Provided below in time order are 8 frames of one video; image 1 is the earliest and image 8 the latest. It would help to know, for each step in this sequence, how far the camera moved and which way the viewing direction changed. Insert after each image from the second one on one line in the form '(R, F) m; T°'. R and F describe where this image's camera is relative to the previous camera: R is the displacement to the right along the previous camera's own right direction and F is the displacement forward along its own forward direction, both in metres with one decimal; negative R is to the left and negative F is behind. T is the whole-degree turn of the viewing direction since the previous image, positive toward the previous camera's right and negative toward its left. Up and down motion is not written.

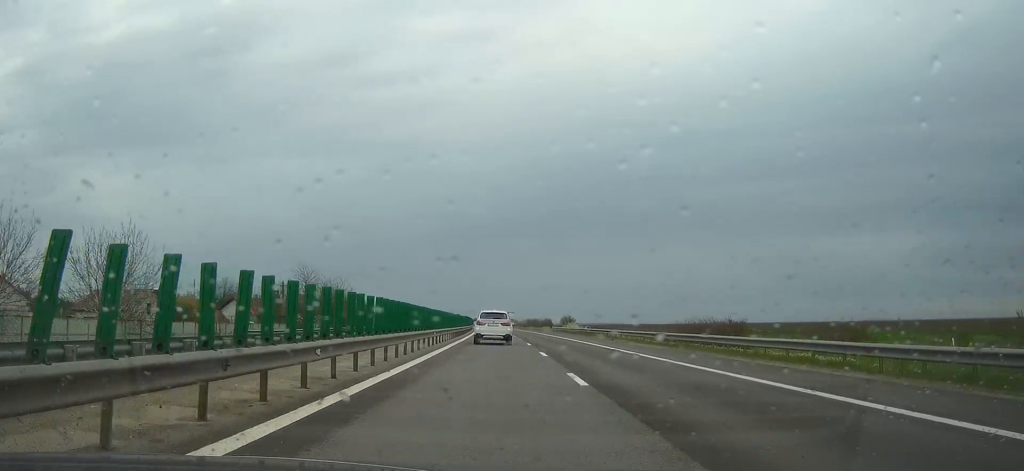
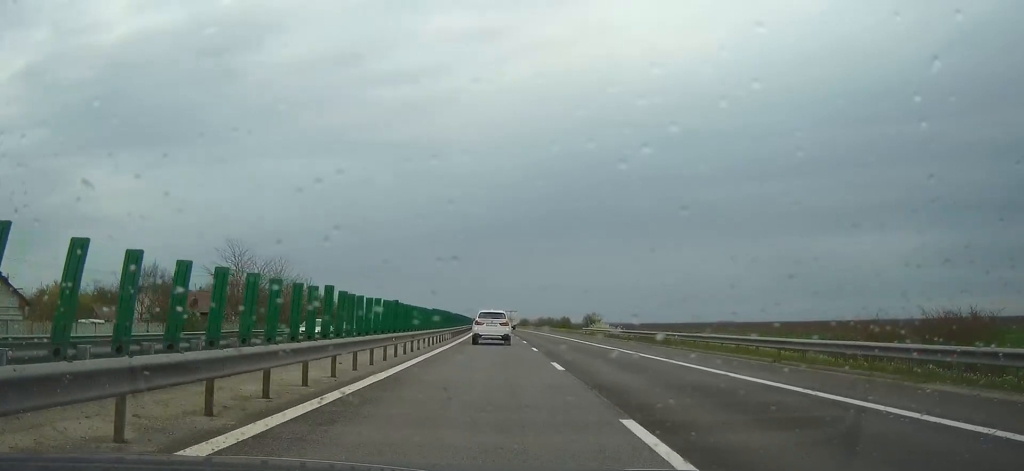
(-0.2, +28.6) m; -1°
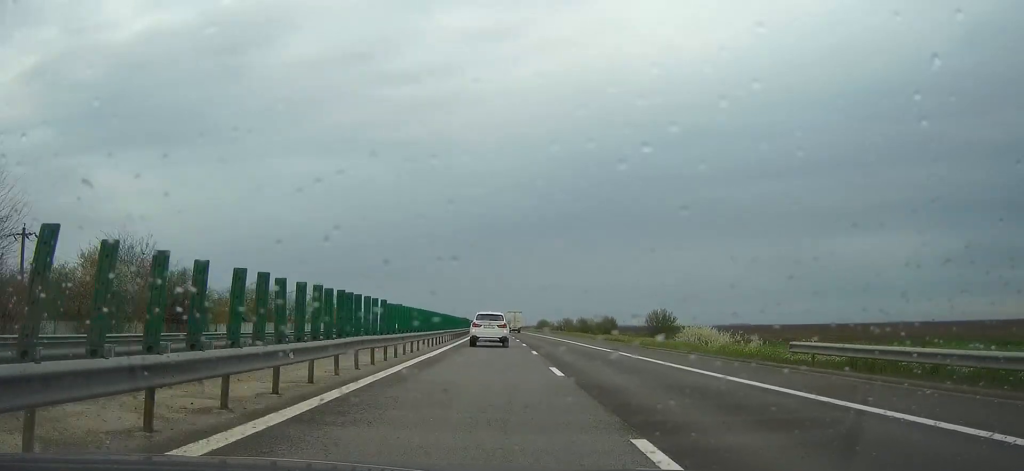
(-0.4, +39.1) m; -1°
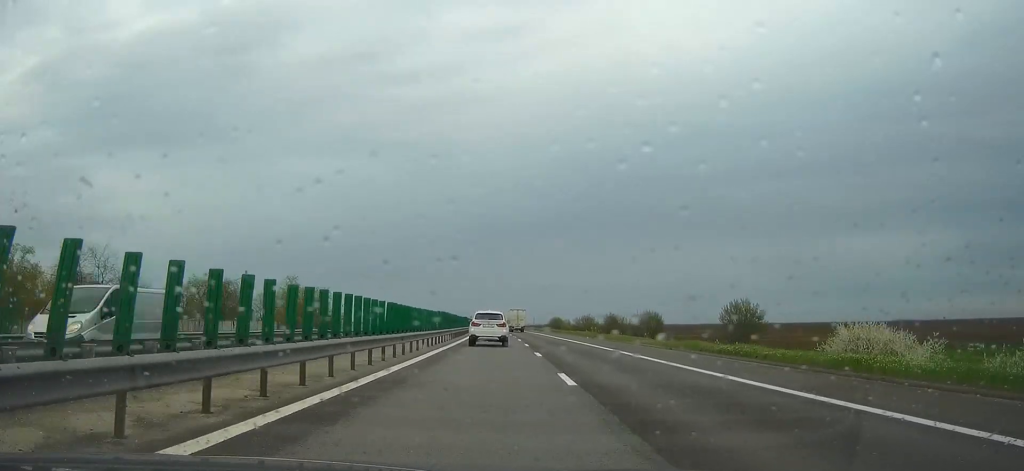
(-0.1, +19.3) m; 0°
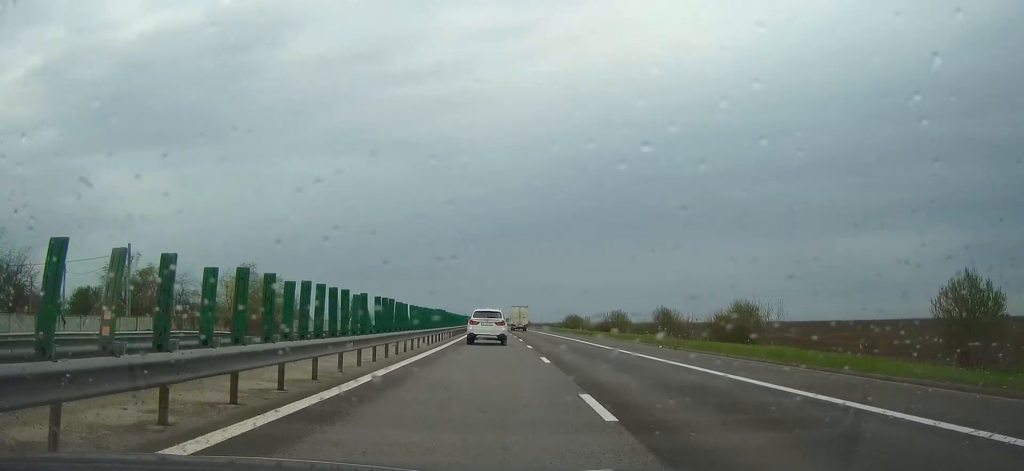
(0.0, +21.1) m; 0°
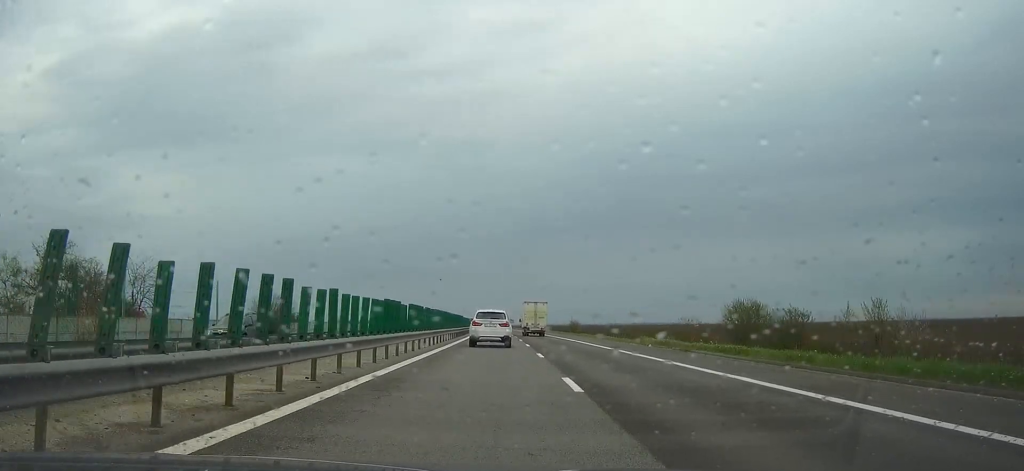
(-1.0, +82.1) m; -2°
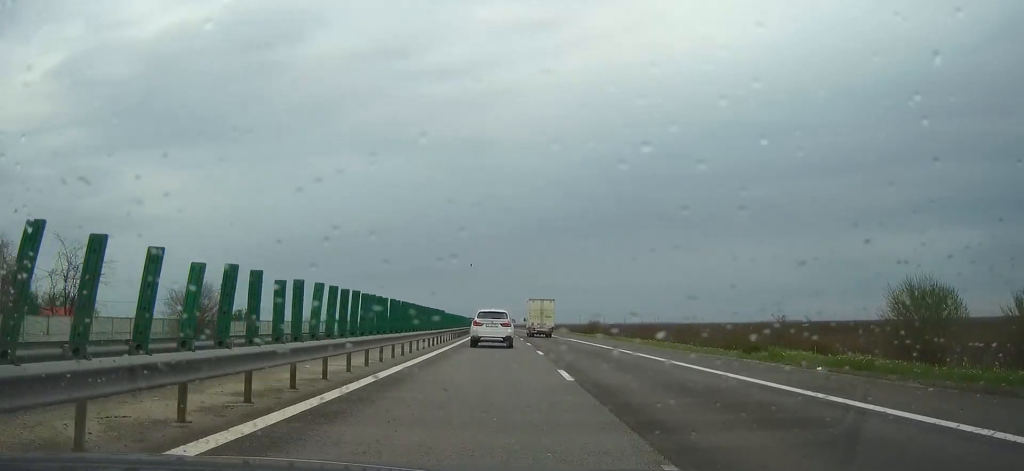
(0.0, +21.1) m; -1°
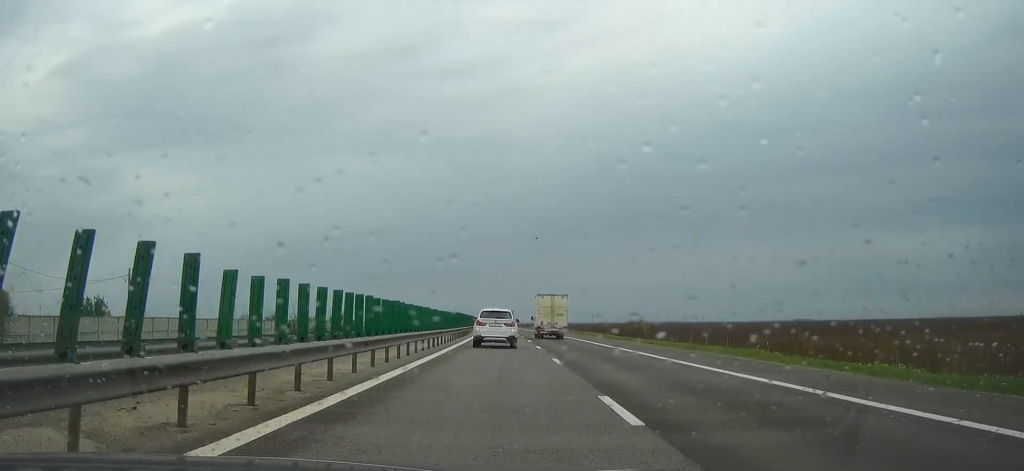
(-0.2, +30.4) m; -1°
